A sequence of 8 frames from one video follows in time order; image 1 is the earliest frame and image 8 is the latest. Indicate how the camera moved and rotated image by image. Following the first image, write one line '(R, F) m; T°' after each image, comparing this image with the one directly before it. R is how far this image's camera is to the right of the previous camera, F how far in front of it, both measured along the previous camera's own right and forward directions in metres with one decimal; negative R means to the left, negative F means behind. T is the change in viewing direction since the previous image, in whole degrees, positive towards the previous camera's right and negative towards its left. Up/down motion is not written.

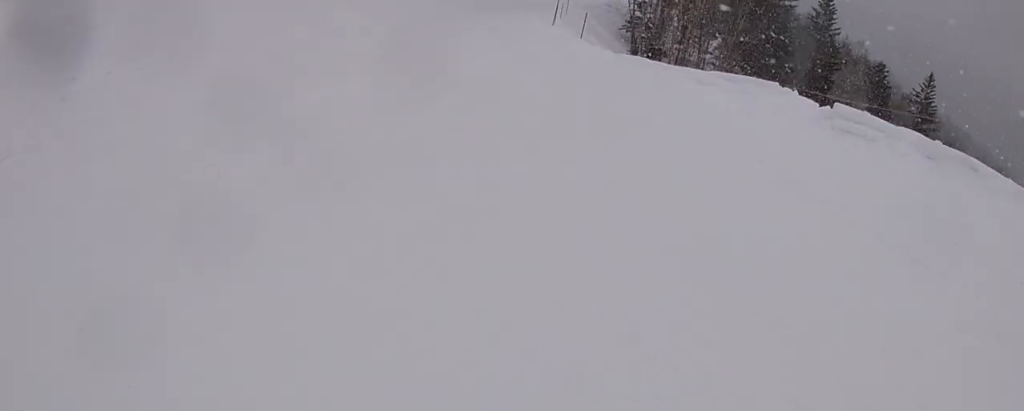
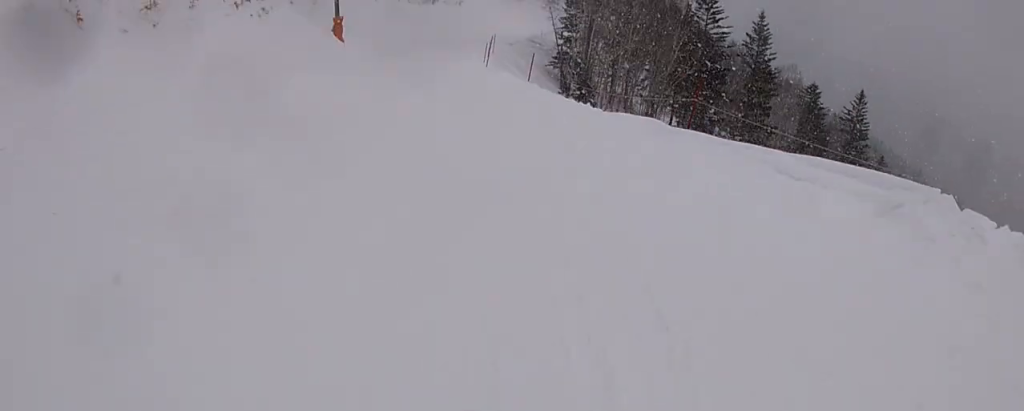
(+0.4, +4.0) m; +13°
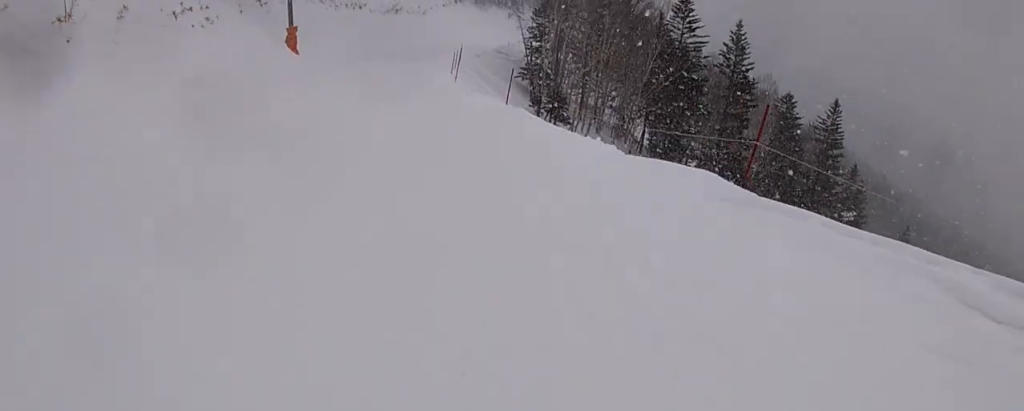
(+0.1, +2.8) m; +12°
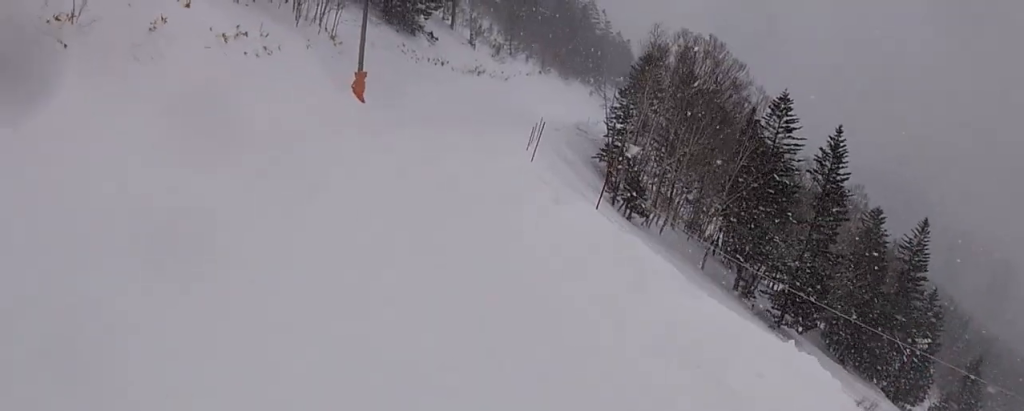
(+0.8, +4.1) m; +3°
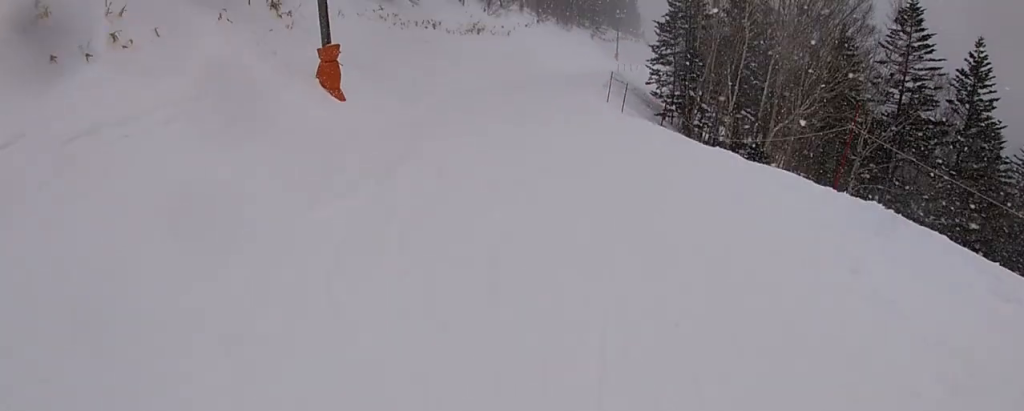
(-1.6, +13.2) m; -12°
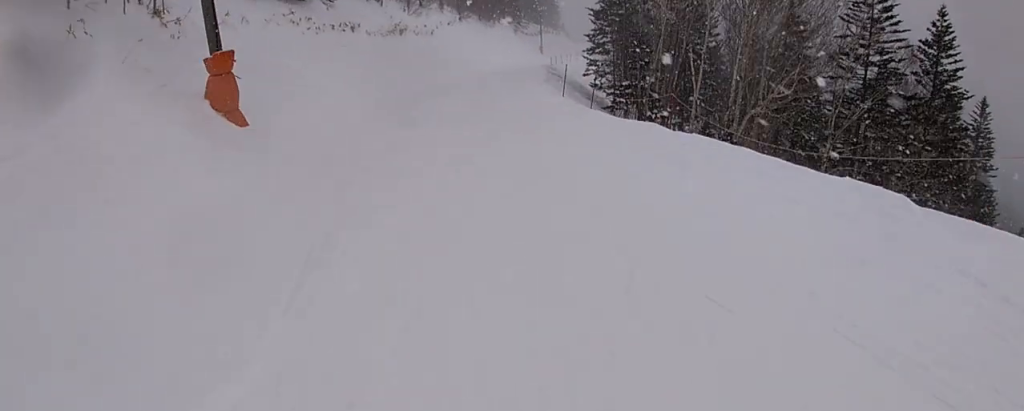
(0.0, +4.0) m; +3°
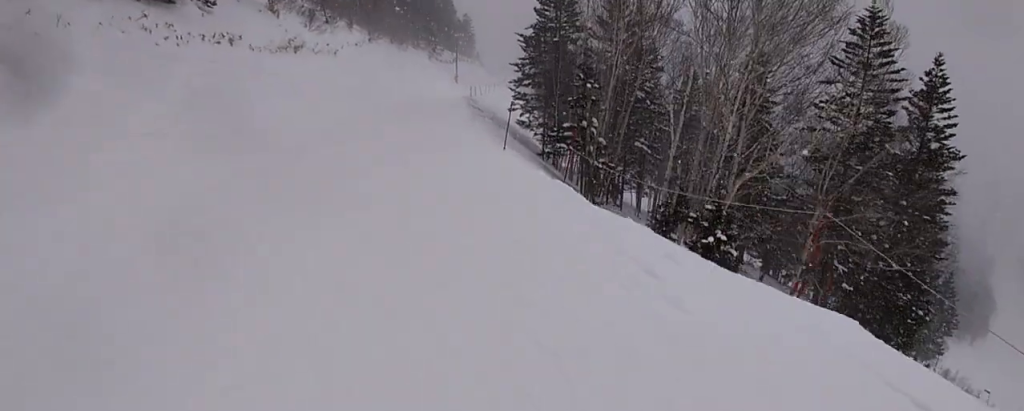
(+0.9, +7.7) m; +17°
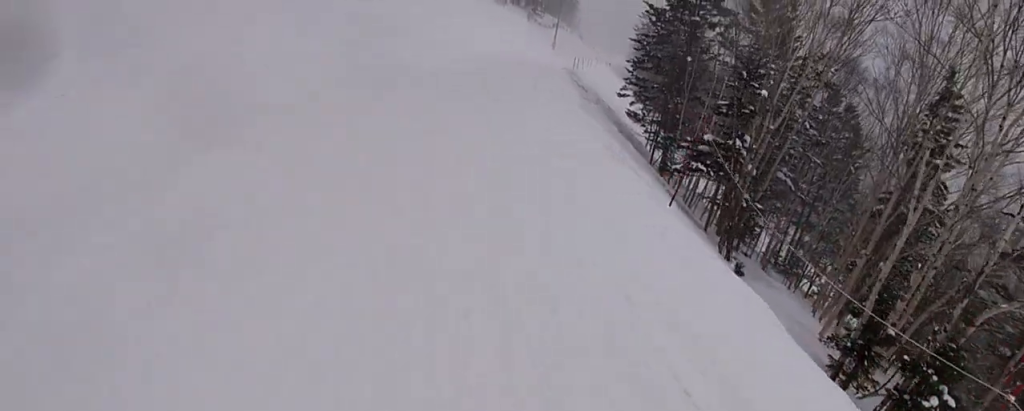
(+1.2, +8.1) m; +8°
